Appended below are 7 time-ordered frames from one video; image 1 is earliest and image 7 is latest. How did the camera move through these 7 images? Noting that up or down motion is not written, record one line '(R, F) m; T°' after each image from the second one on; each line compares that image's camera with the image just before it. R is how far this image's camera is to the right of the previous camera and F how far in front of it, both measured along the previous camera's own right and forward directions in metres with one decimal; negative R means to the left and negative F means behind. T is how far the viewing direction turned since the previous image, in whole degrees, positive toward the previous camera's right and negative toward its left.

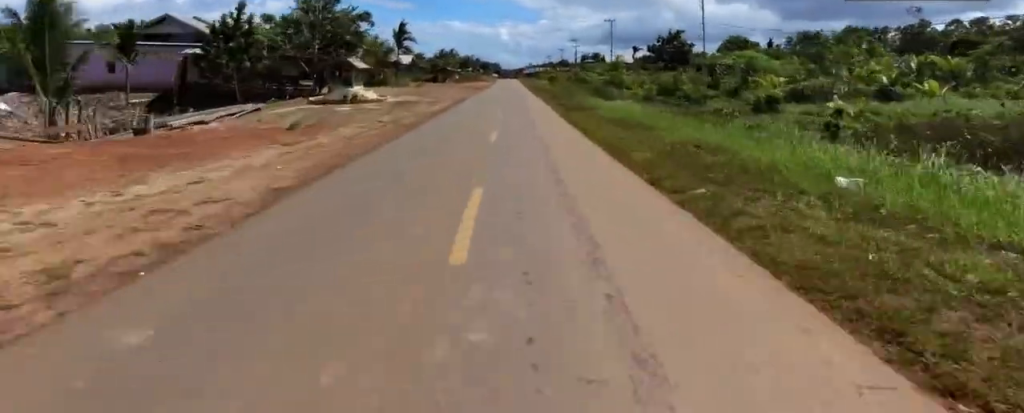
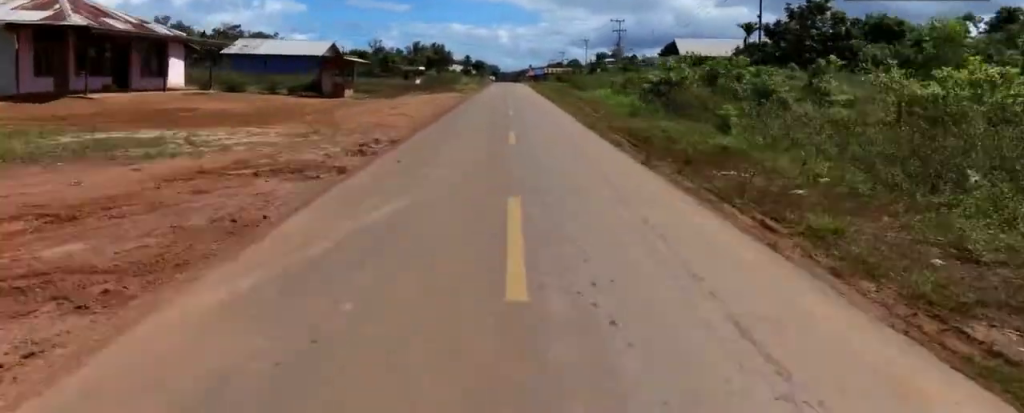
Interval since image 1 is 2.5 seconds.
(-0.5, +56.6) m; 0°
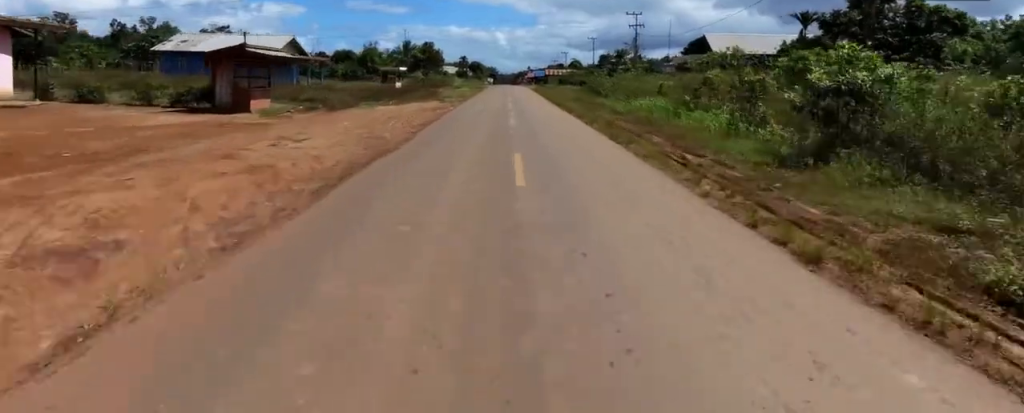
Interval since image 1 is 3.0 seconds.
(+0.8, +12.7) m; +1°
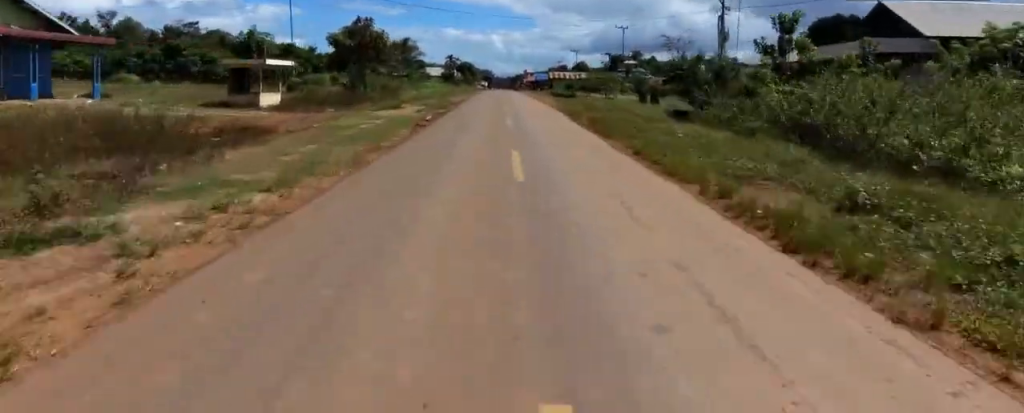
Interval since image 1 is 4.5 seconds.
(-0.7, +32.1) m; -2°
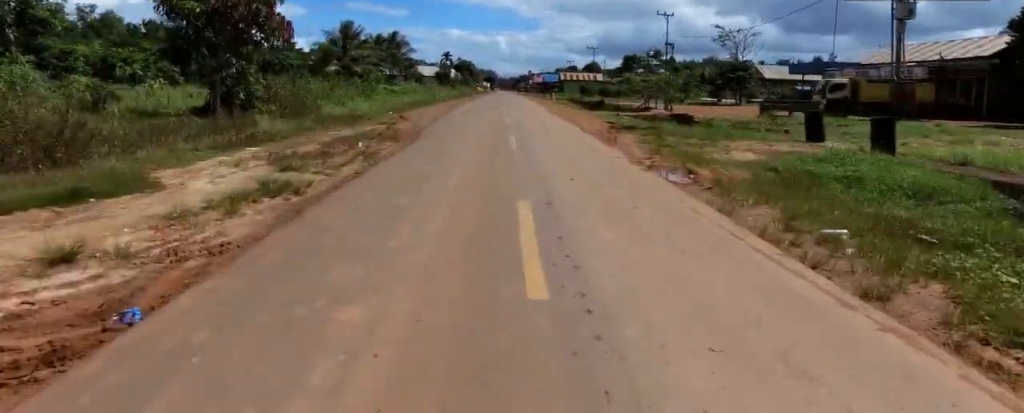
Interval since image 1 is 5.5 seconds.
(-0.2, +20.3) m; 0°
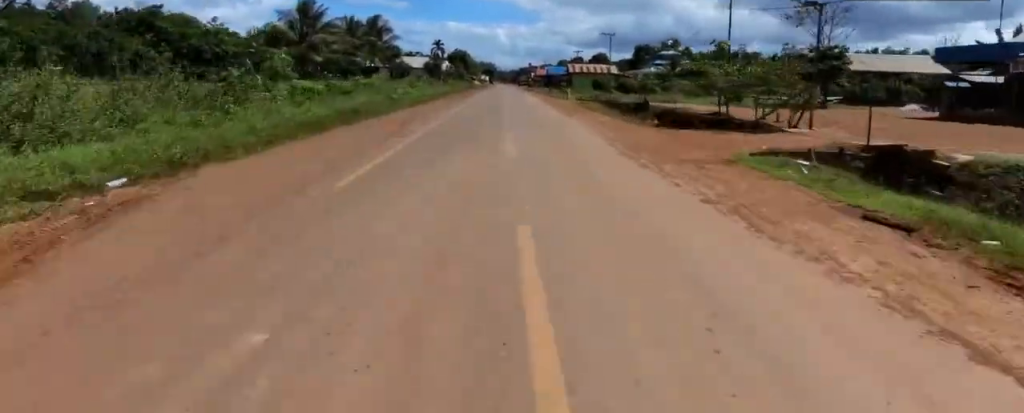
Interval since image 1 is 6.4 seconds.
(-0.1, +17.4) m; +3°
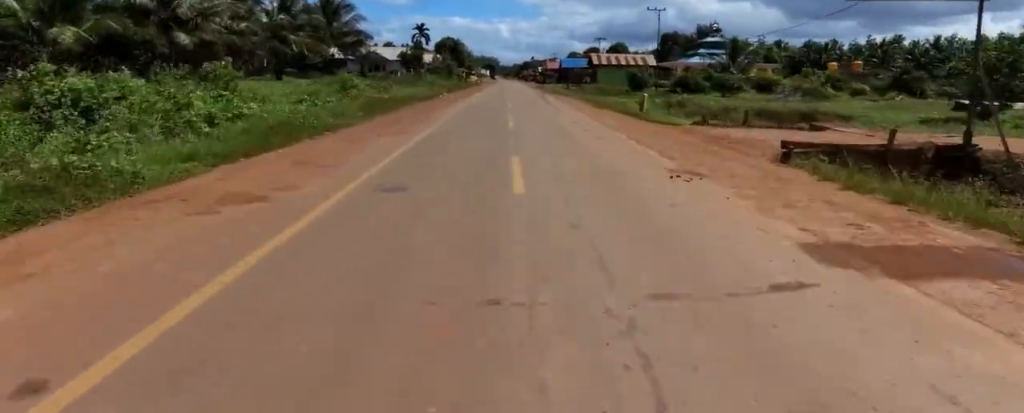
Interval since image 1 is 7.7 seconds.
(+1.0, +27.3) m; -2°
